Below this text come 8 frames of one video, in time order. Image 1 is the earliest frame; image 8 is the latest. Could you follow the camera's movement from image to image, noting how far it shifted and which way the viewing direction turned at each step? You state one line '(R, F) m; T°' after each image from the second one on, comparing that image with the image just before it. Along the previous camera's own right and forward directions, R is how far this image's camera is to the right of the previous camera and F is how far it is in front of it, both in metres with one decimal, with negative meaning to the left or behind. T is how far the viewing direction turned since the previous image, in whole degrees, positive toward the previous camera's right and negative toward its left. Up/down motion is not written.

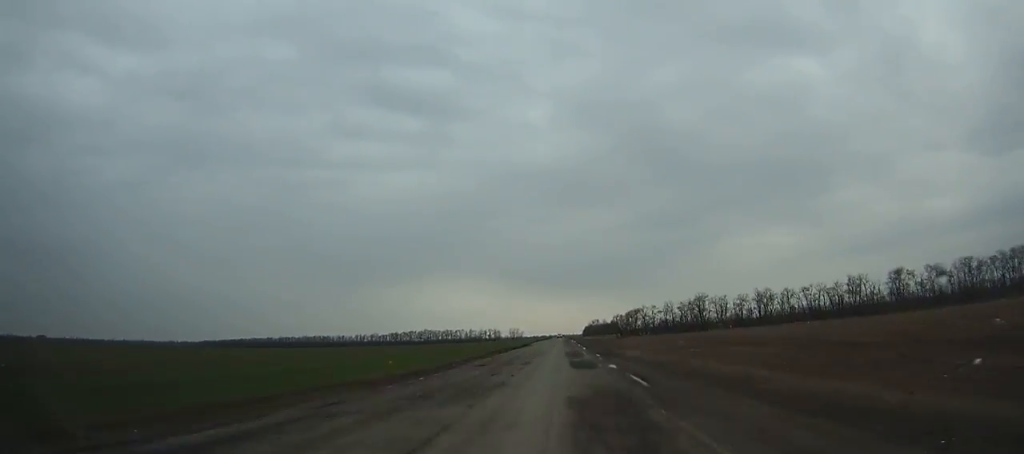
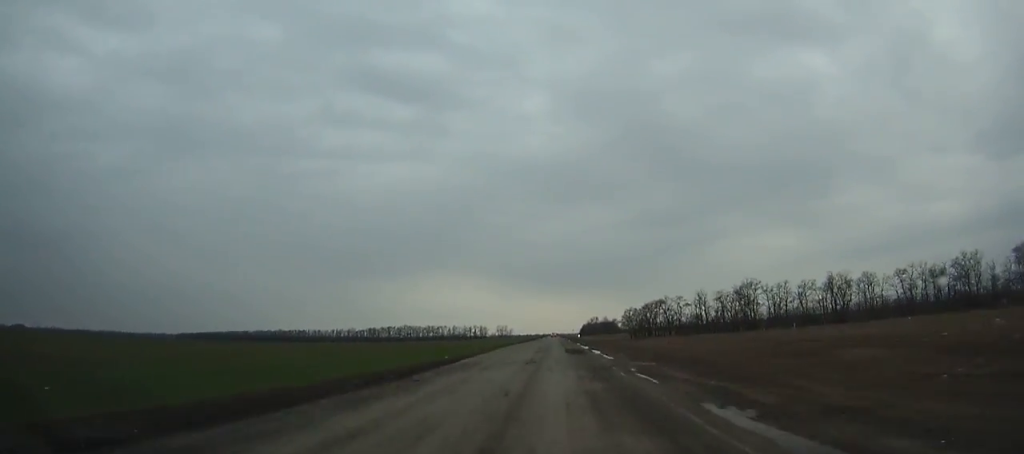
(+0.1, +64.8) m; 0°
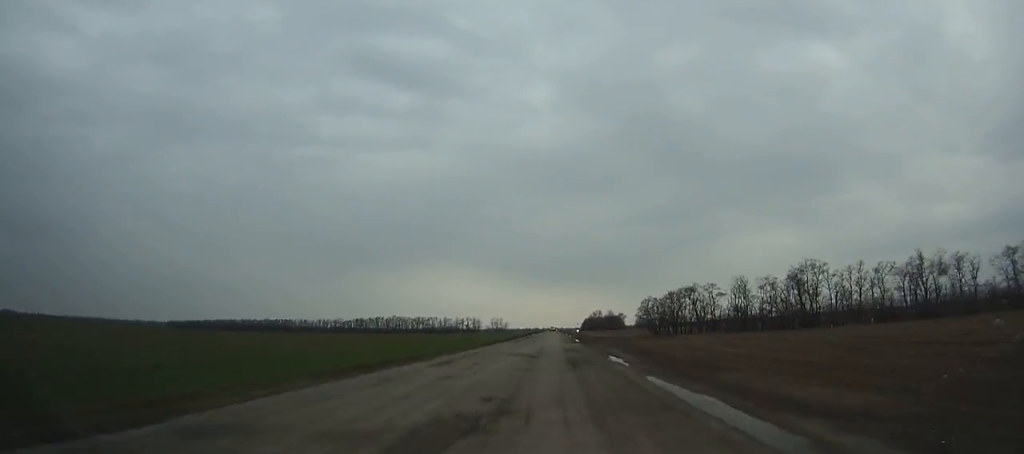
(0.0, +40.9) m; 0°
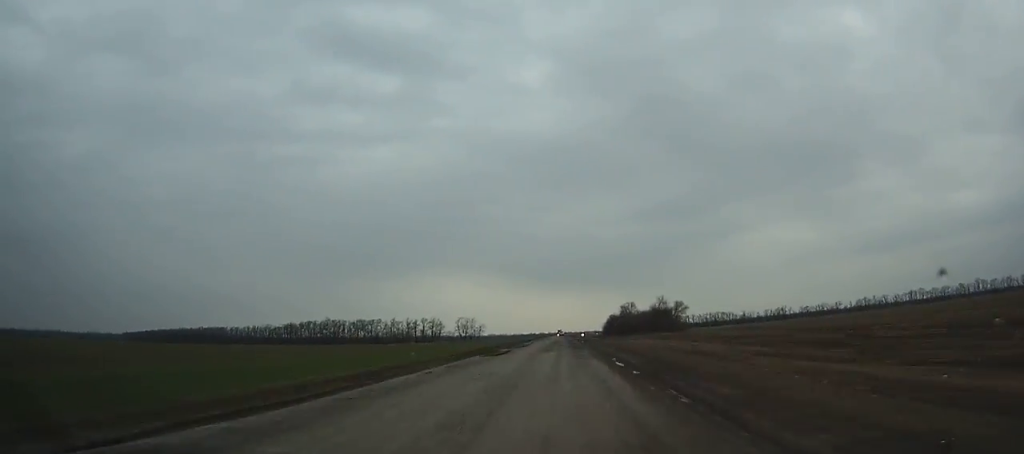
(-0.5, +175.3) m; 0°
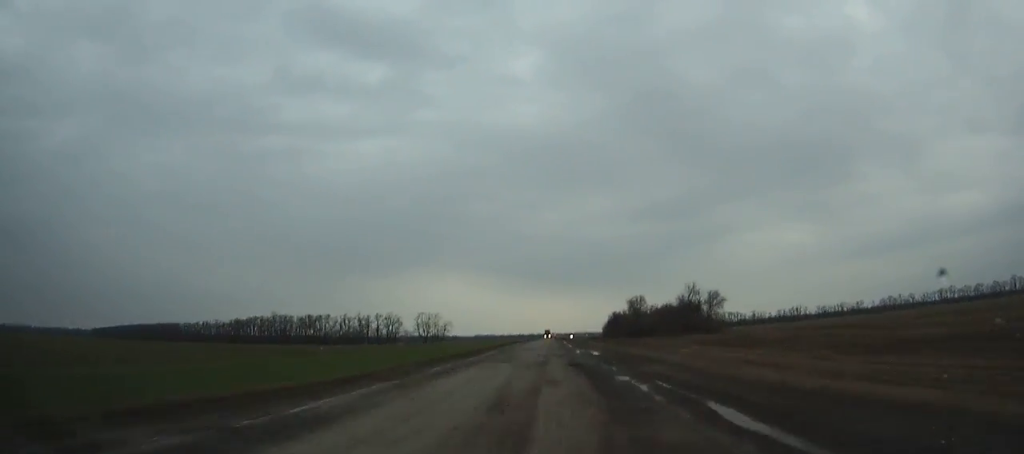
(0.0, +61.7) m; 0°
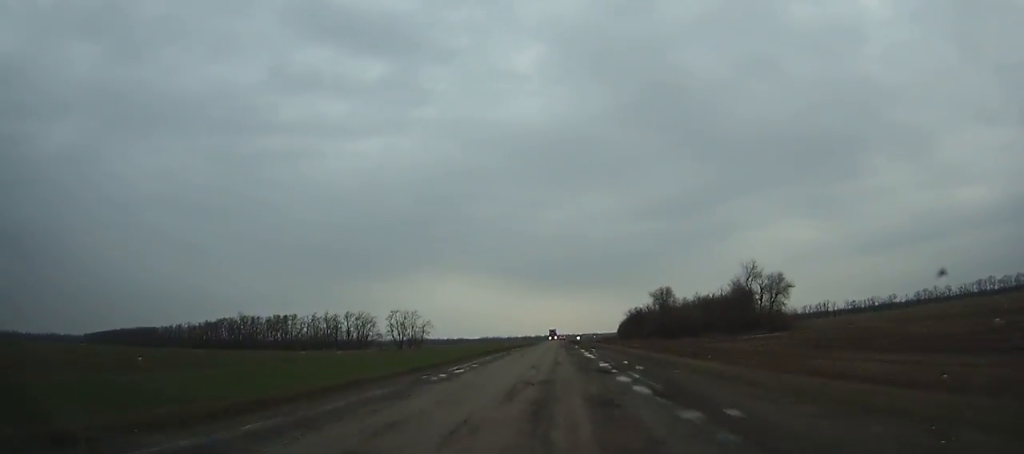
(0.0, +42.3) m; 0°
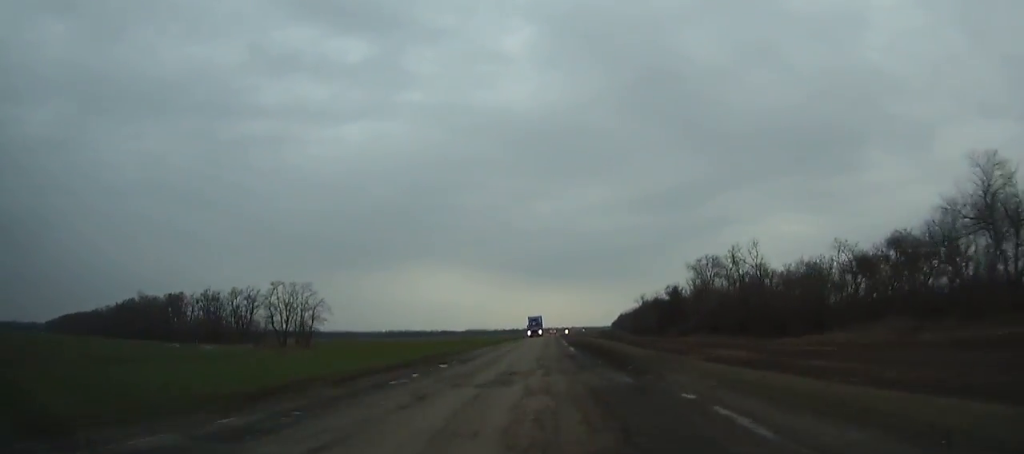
(+0.3, +67.6) m; 0°
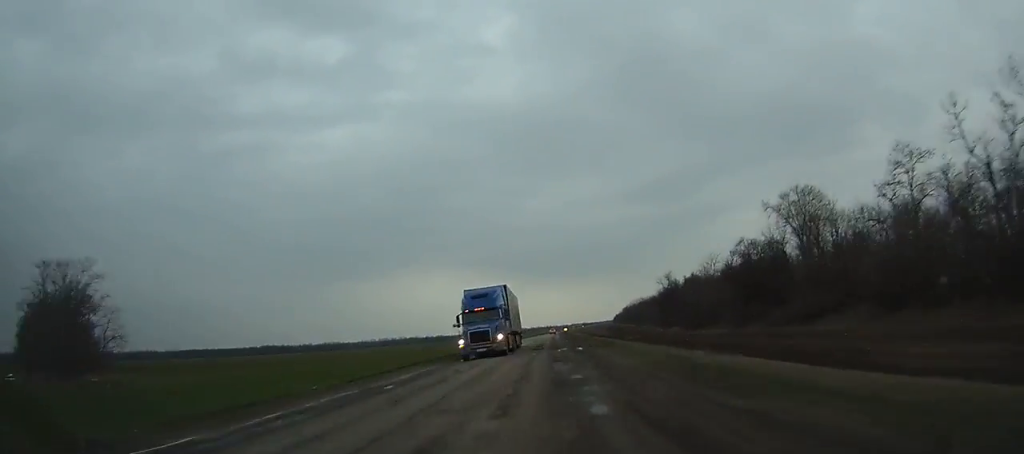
(+0.3, +50.7) m; 0°
